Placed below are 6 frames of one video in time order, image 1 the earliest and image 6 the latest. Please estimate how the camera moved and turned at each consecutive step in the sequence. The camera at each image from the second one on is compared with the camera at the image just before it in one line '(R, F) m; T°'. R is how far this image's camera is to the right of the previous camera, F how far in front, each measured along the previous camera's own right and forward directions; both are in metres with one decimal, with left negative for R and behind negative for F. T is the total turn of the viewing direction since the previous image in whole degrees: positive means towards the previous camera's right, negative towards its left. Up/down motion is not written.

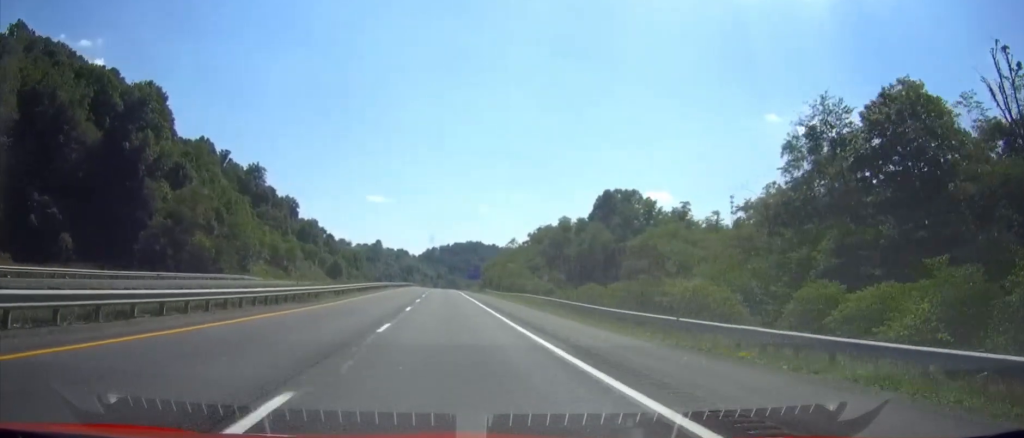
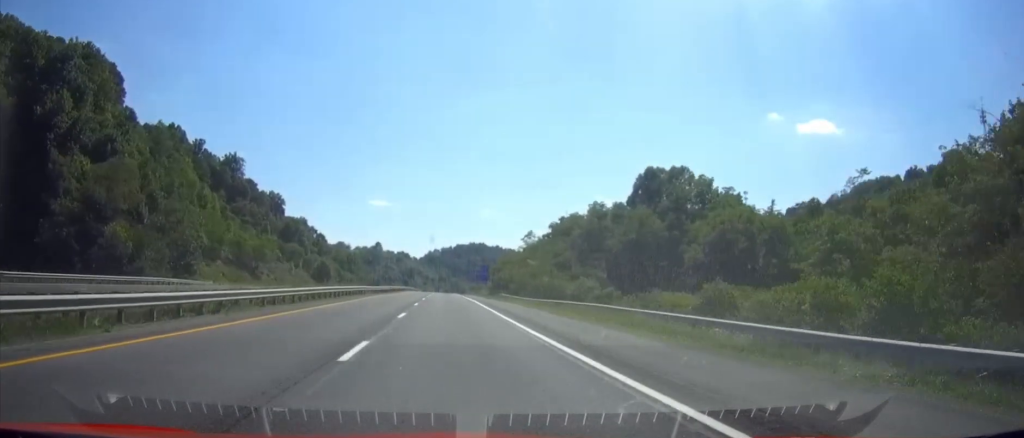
(-0.2, +31.4) m; 0°
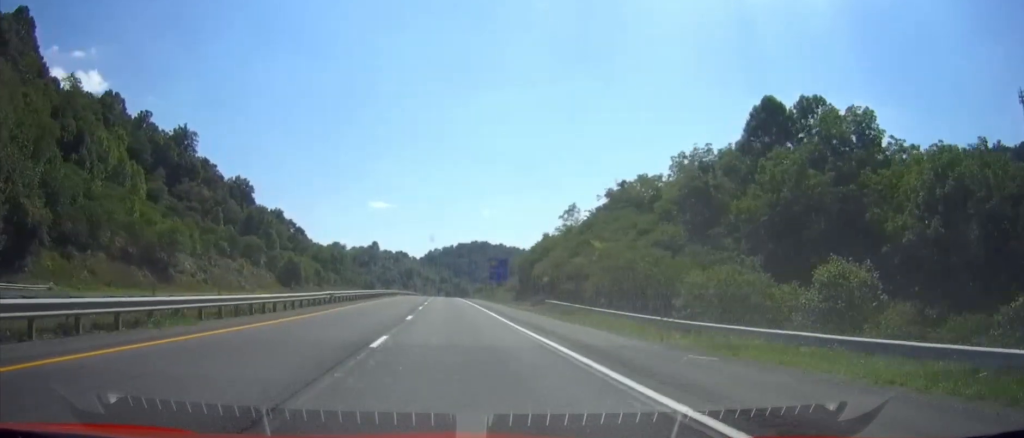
(0.0, +48.0) m; 0°
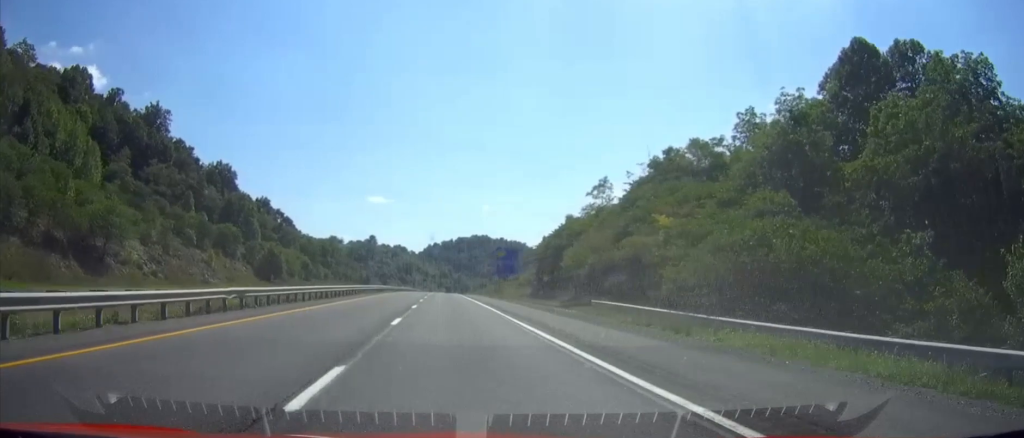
(0.0, +20.0) m; 0°
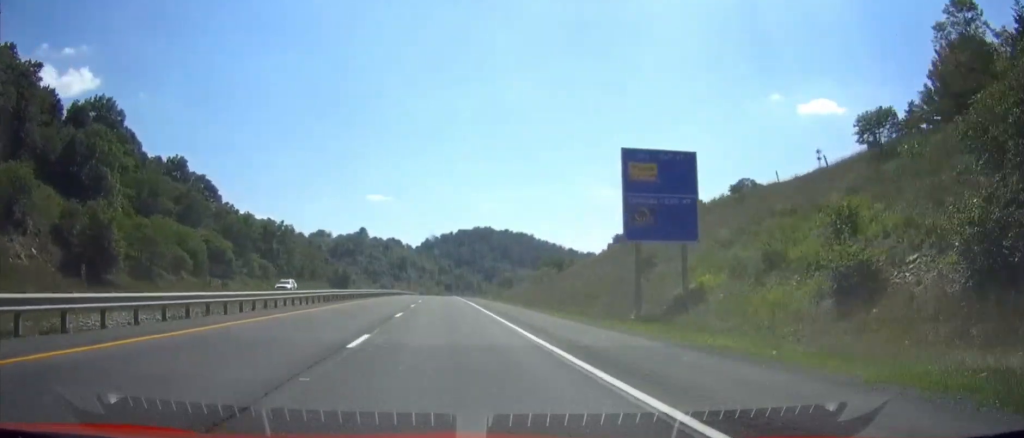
(-0.2, +83.1) m; 0°
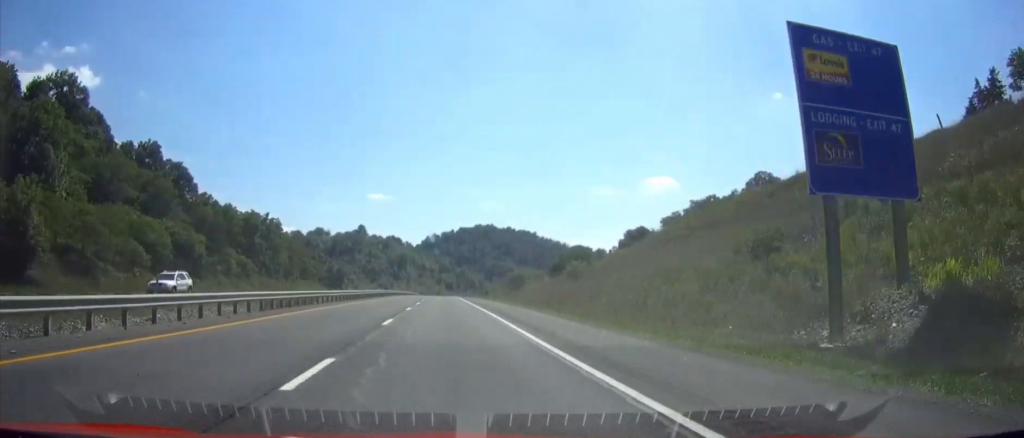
(-0.1, +17.9) m; 0°
